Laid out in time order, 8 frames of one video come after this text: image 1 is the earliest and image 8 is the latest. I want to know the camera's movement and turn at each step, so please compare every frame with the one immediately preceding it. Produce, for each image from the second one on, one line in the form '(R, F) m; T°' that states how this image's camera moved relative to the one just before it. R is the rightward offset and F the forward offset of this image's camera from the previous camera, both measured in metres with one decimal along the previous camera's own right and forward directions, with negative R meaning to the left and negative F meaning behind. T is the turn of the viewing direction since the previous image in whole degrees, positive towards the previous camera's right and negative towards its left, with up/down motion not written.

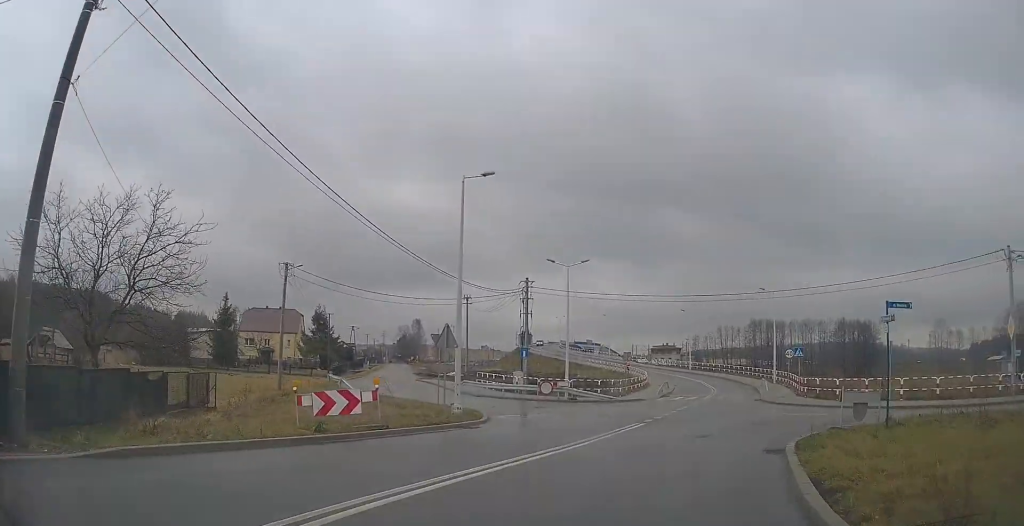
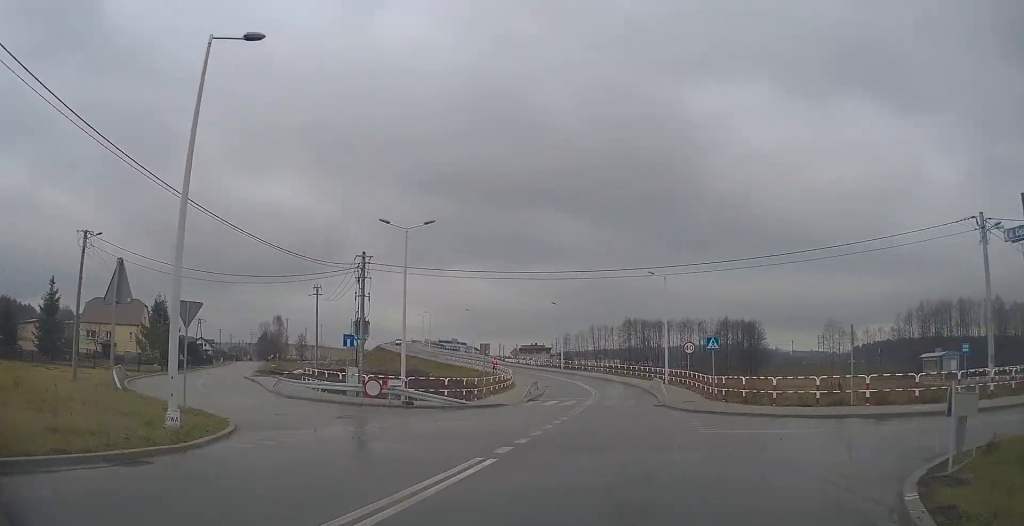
(+0.8, +10.1) m; +8°
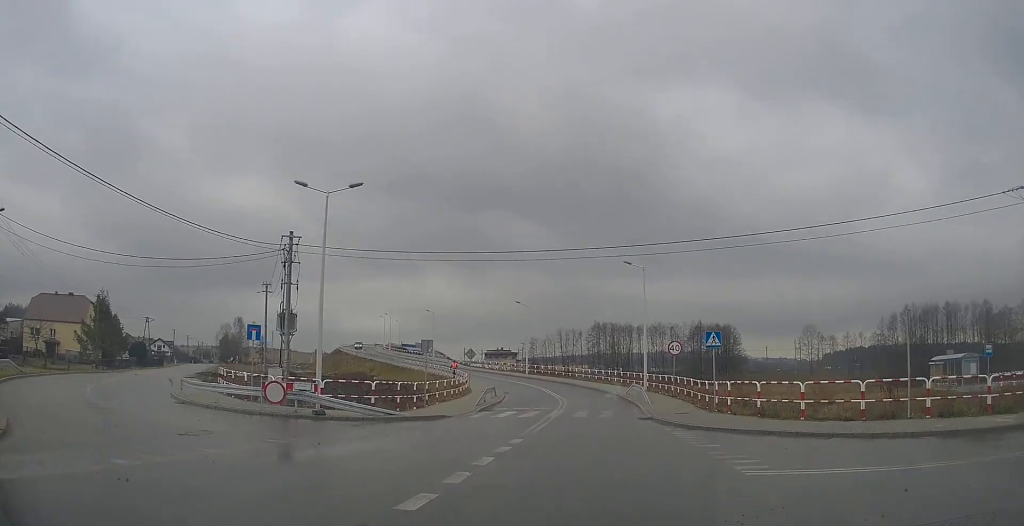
(+0.2, +6.8) m; +4°
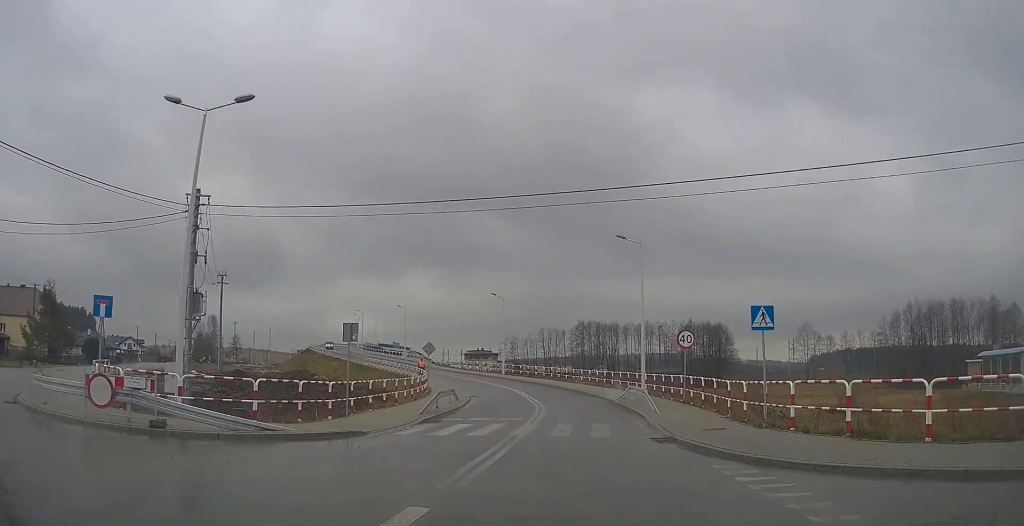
(+0.3, +8.4) m; +1°
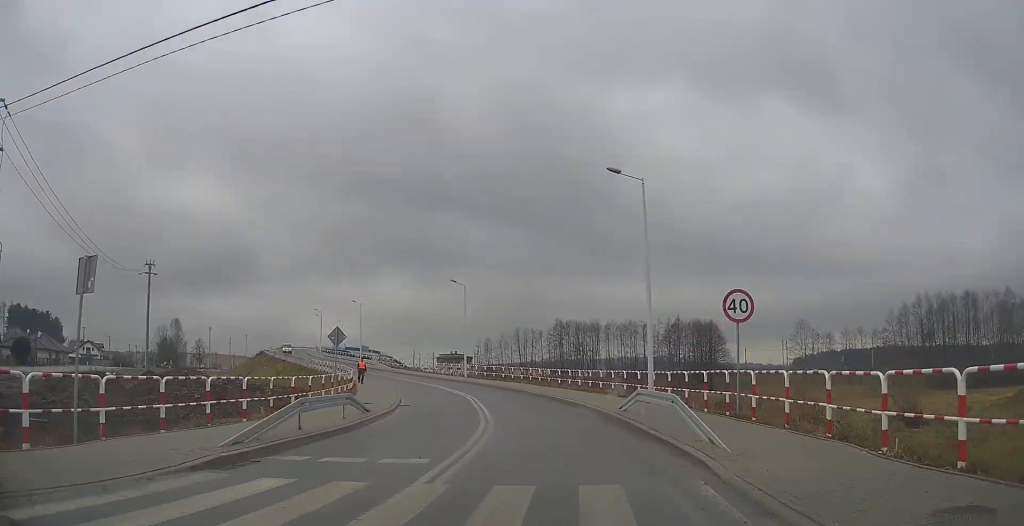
(0.0, +12.1) m; 0°
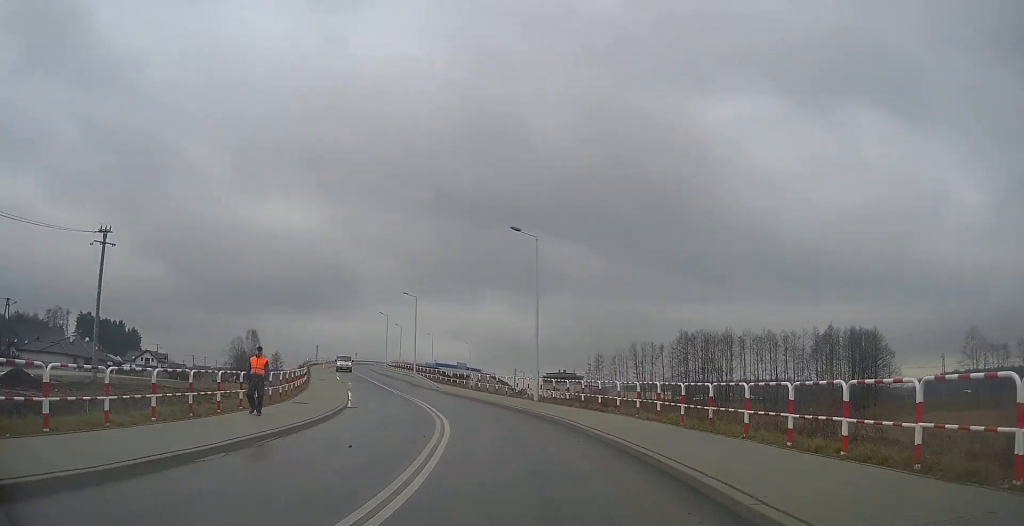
(-1.3, +26.7) m; -9°
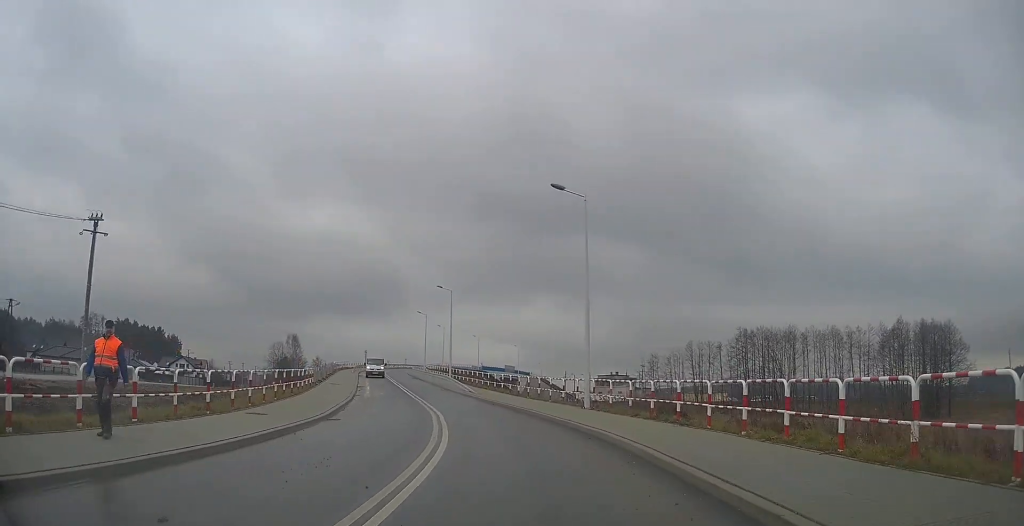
(-0.4, +7.7) m; -5°
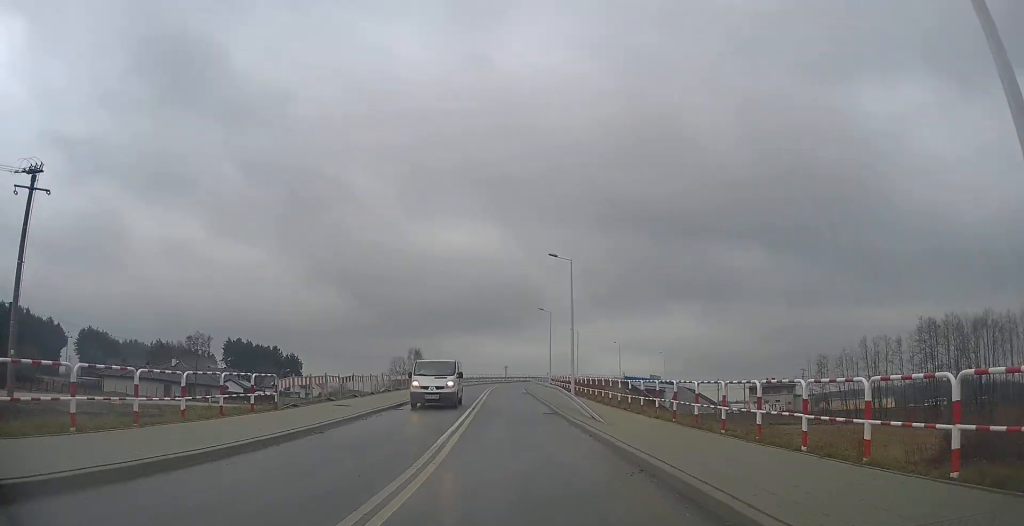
(-2.0, +20.1) m; -12°
